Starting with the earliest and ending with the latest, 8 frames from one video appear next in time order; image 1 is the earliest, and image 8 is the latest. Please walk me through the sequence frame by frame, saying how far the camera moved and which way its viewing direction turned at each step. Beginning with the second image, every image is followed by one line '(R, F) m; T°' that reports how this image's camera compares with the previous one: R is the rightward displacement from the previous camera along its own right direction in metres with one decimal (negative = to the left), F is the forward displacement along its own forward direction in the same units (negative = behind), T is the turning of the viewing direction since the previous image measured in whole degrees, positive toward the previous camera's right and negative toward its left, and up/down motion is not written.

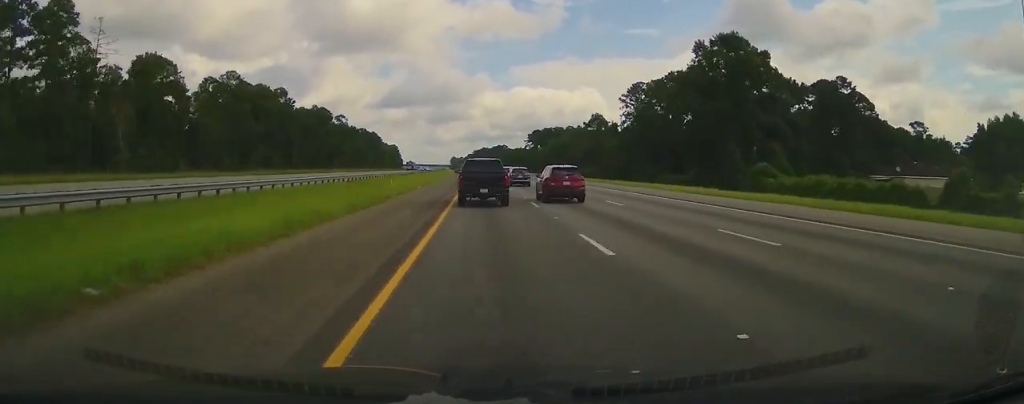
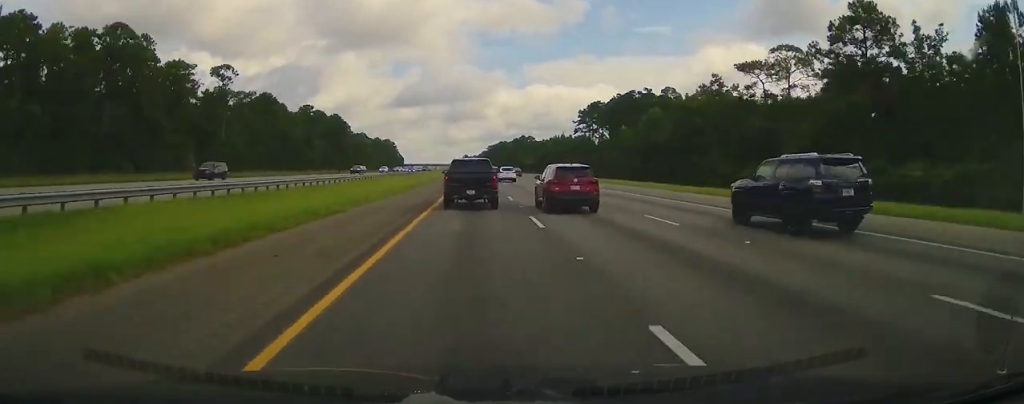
(-2.1, +132.3) m; -2°
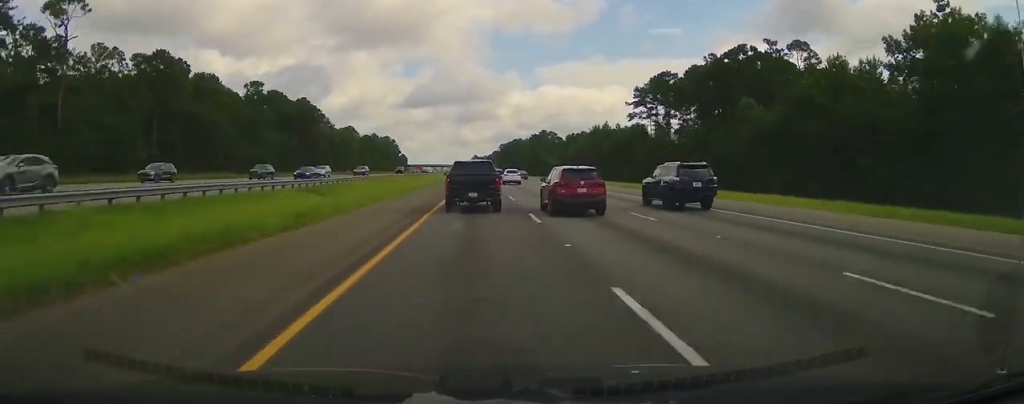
(-0.6, +61.3) m; -1°
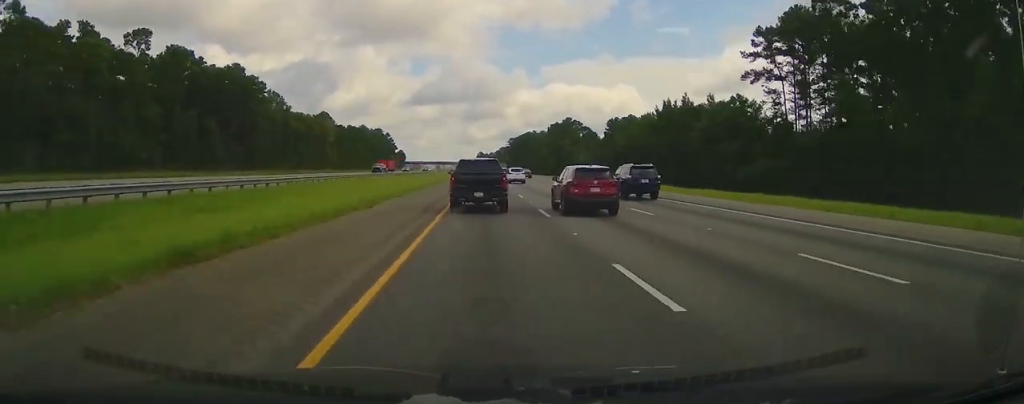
(-0.7, +60.9) m; -1°
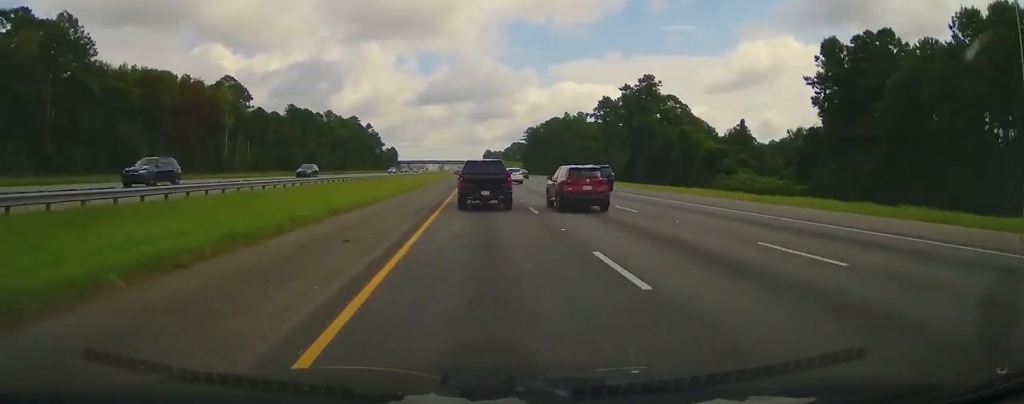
(-0.5, +99.7) m; -1°
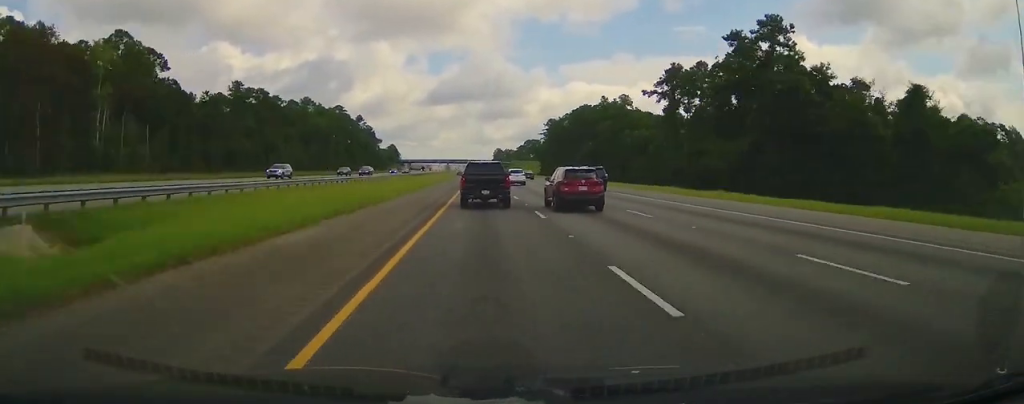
(+0.6, +52.0) m; -1°
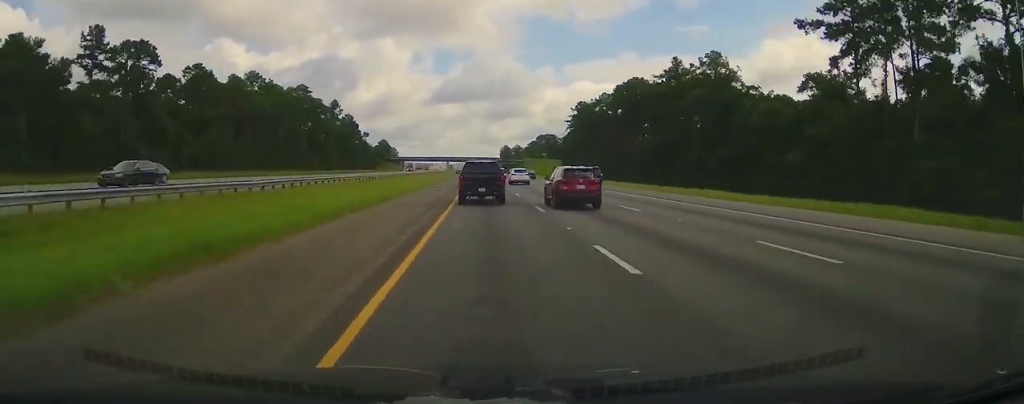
(-0.9, +60.5) m; -1°
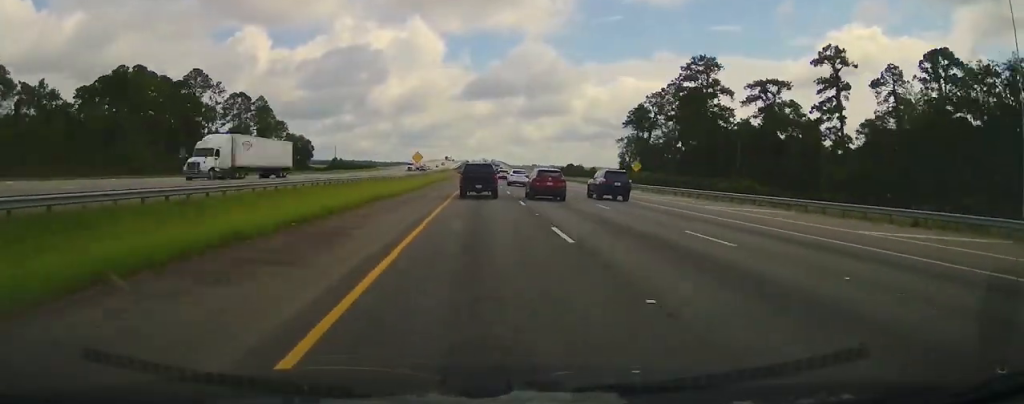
(-10.0, +450.7) m; -2°
